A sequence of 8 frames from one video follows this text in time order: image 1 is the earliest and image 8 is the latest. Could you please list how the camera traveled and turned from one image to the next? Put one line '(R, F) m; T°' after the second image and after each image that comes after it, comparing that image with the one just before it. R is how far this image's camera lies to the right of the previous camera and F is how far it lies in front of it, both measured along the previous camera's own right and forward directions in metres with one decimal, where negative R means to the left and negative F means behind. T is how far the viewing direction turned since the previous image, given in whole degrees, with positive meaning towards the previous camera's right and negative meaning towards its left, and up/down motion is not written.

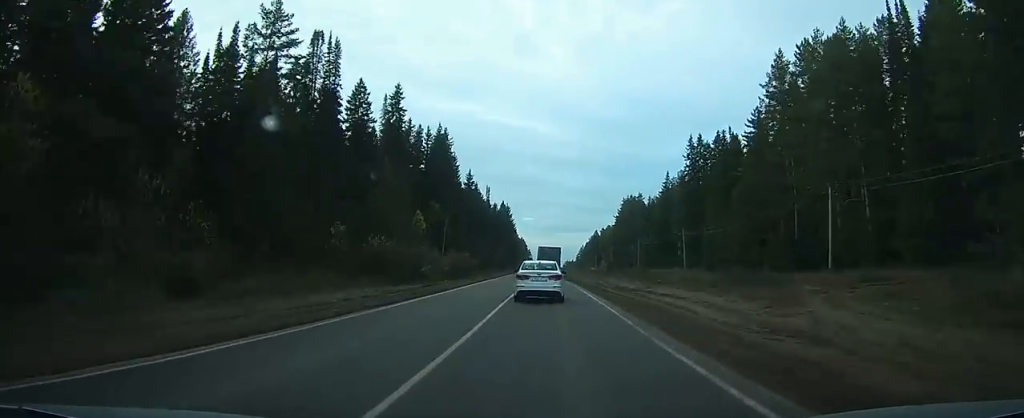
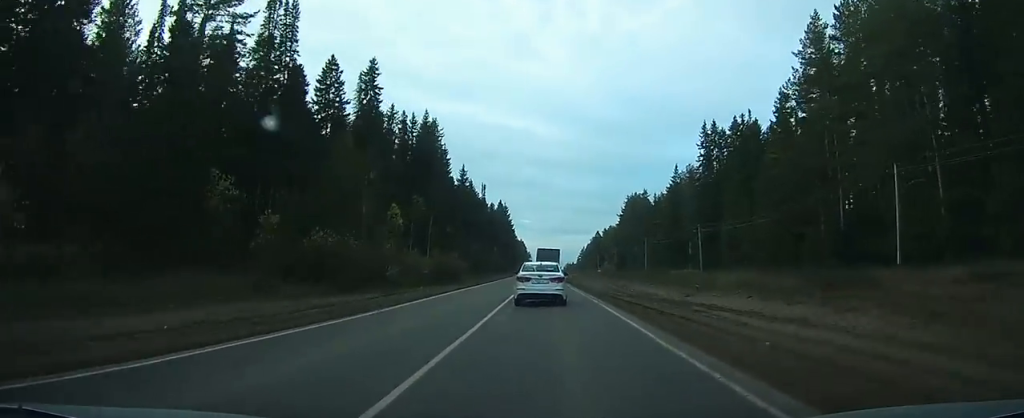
(-0.1, +11.5) m; -1°
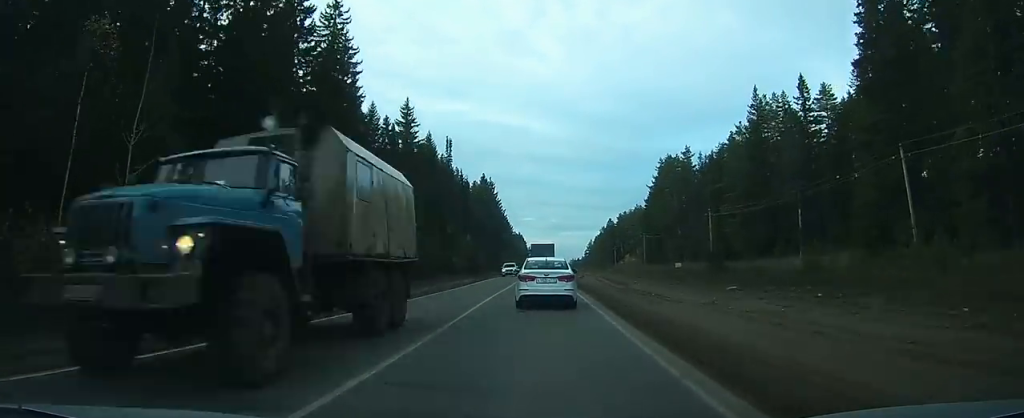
(-1.3, +60.3) m; -1°
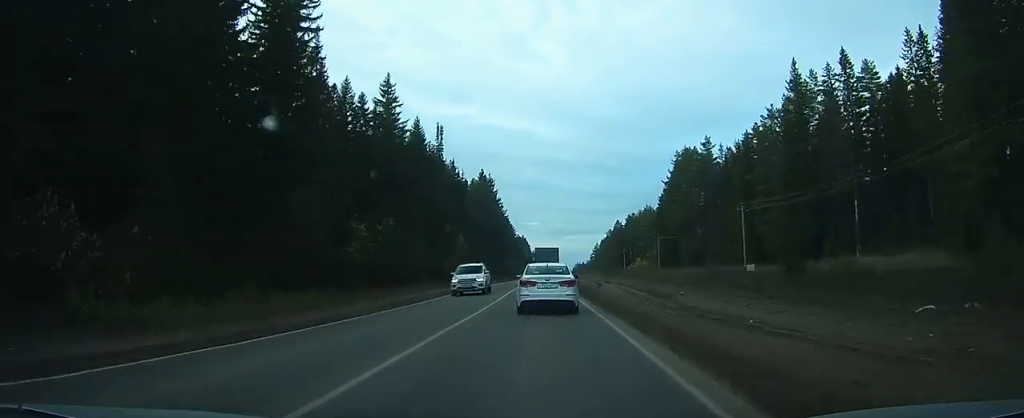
(0.0, +14.1) m; 0°
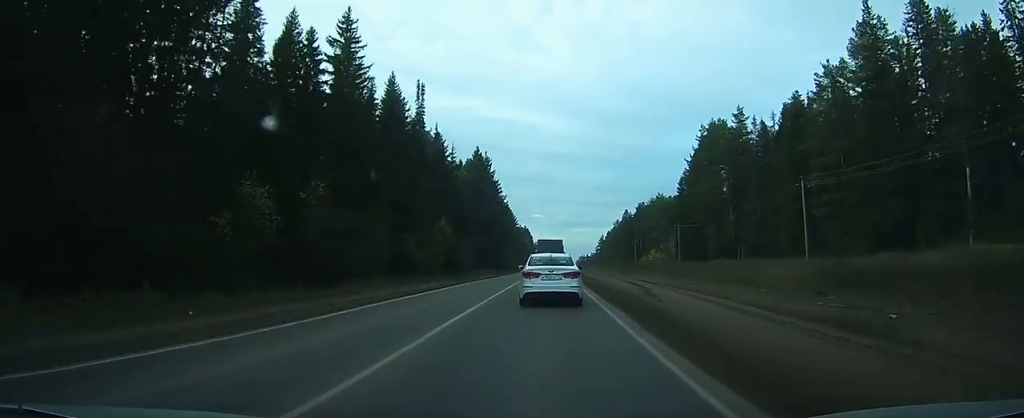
(0.0, +18.5) m; 0°
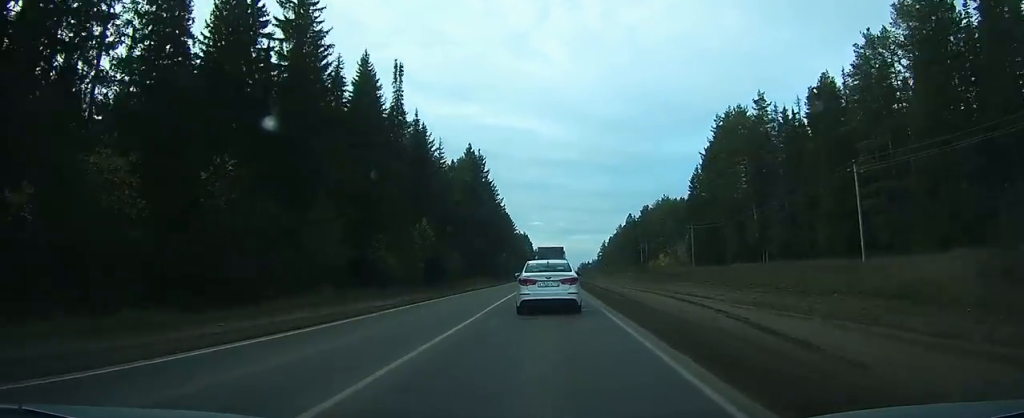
(-0.1, +11.2) m; 0°
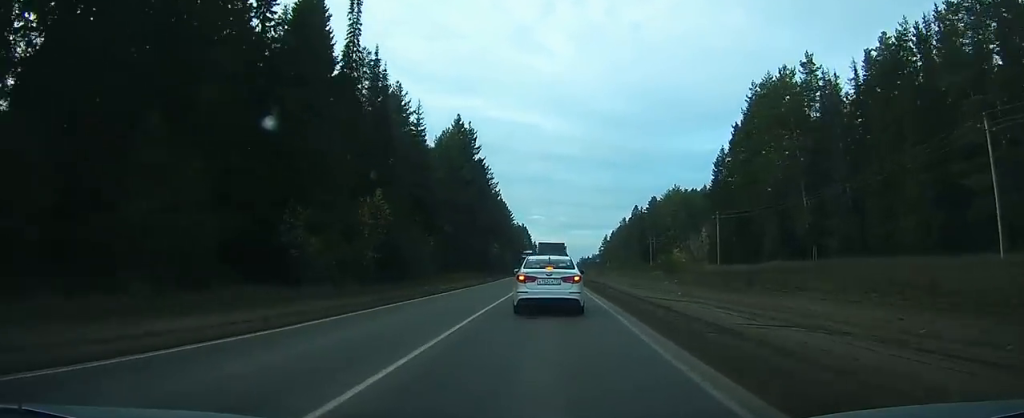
(-0.1, +17.1) m; 0°
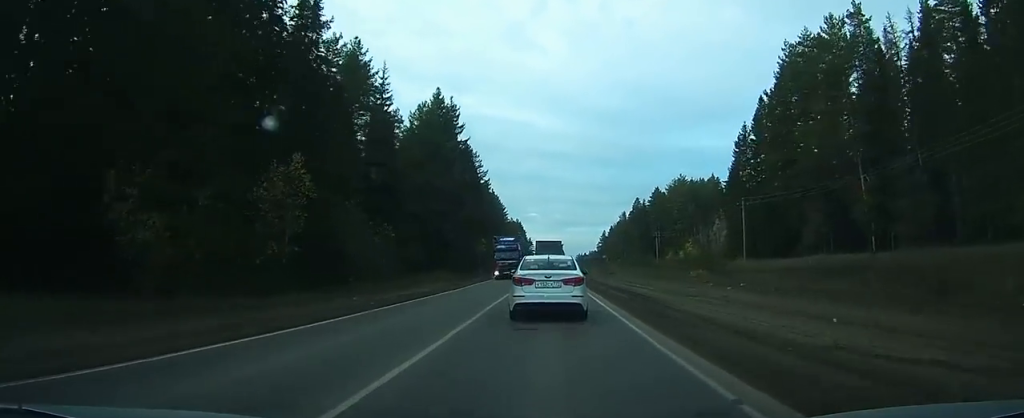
(0.0, +14.9) m; 0°
